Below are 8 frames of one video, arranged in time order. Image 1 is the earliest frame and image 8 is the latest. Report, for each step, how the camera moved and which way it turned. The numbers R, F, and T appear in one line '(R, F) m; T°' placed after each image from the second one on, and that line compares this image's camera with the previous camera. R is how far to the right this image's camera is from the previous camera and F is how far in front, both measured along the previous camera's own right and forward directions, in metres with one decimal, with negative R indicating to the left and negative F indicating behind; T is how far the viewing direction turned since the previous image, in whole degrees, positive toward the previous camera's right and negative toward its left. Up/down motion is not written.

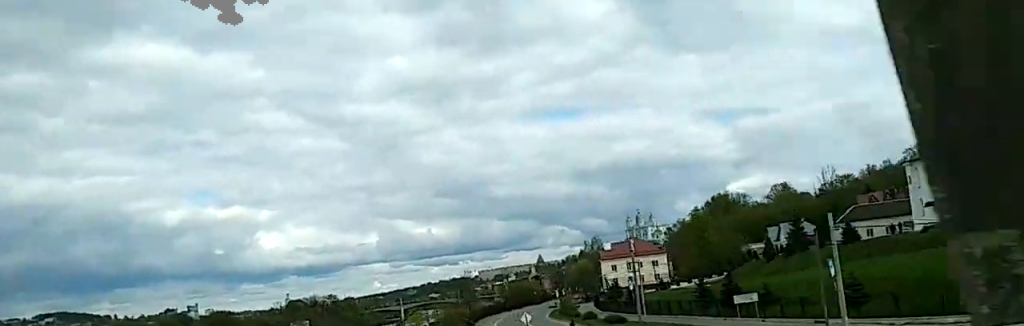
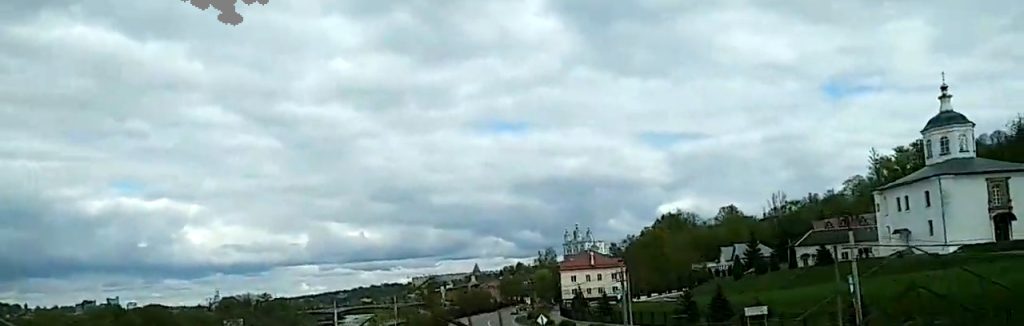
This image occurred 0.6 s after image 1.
(0.0, +6.4) m; 0°
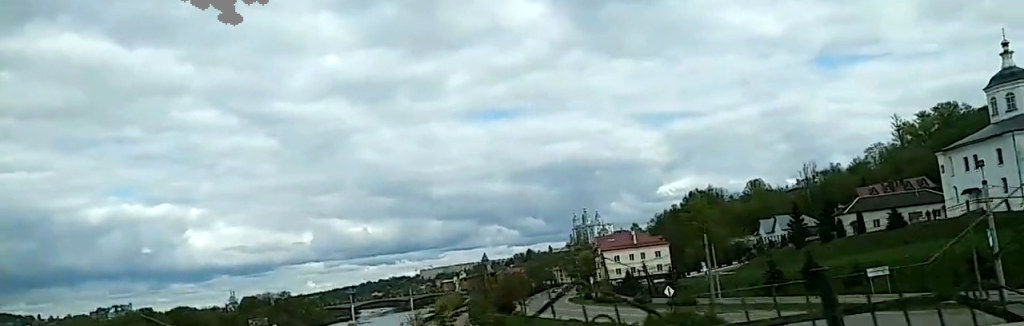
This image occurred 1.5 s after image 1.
(0.0, +9.1) m; -1°
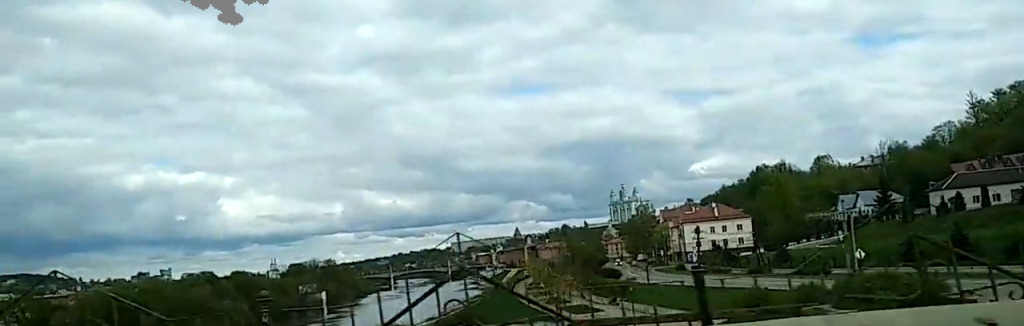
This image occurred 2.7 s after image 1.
(-0.3, +11.9) m; -1°
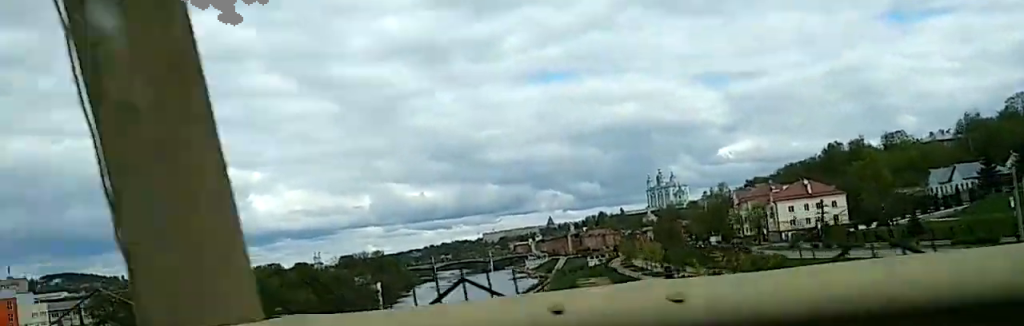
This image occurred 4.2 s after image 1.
(+0.1, +14.3) m; 0°
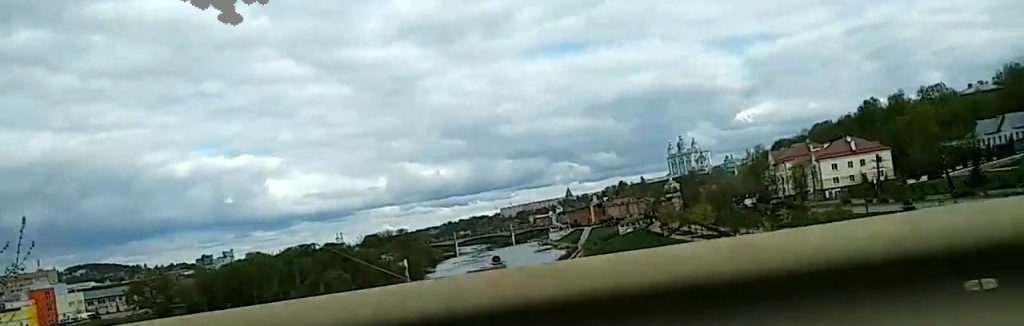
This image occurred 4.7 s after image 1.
(0.0, +5.1) m; 0°
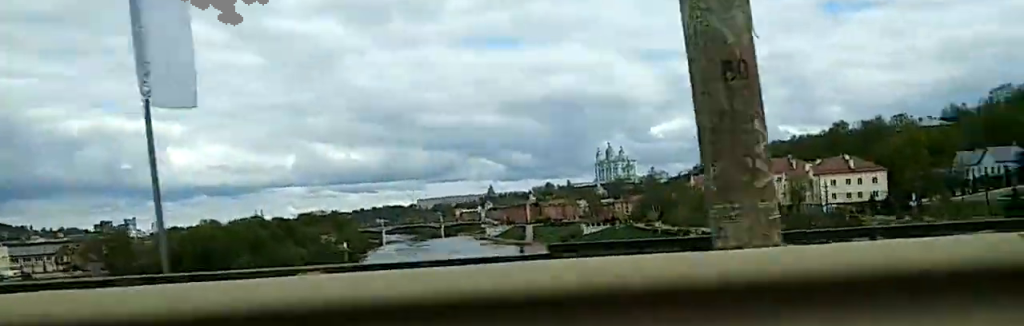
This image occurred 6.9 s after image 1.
(-0.1, +22.3) m; 0°
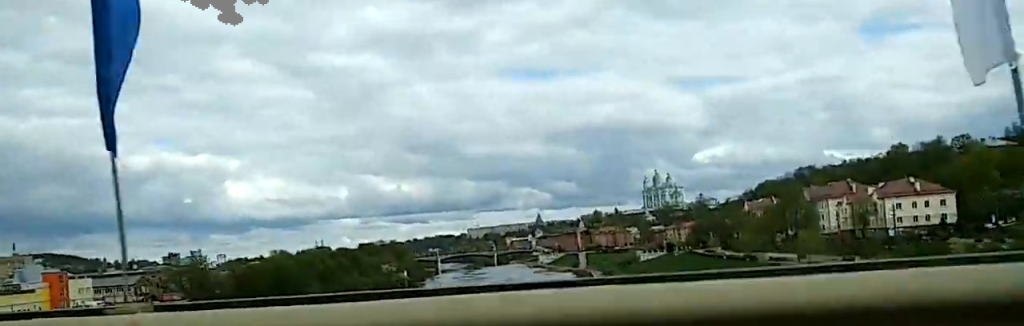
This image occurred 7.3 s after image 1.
(0.0, +4.1) m; 0°
